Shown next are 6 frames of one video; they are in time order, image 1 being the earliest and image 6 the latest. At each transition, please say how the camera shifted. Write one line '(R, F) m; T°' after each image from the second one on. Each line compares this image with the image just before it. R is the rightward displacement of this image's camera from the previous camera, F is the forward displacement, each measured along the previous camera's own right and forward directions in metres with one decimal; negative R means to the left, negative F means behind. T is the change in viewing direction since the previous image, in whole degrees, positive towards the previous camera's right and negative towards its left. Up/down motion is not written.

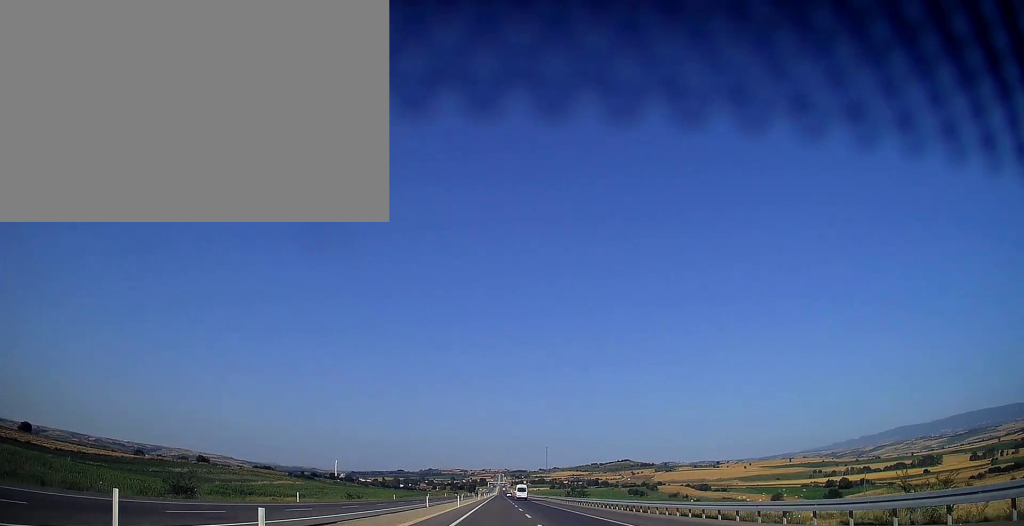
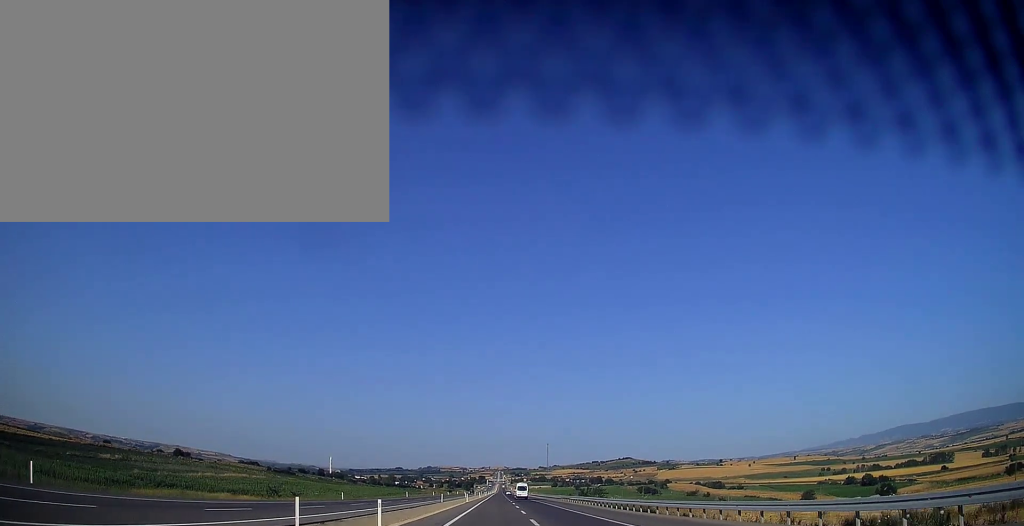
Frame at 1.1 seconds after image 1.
(-0.2, +33.5) m; 0°
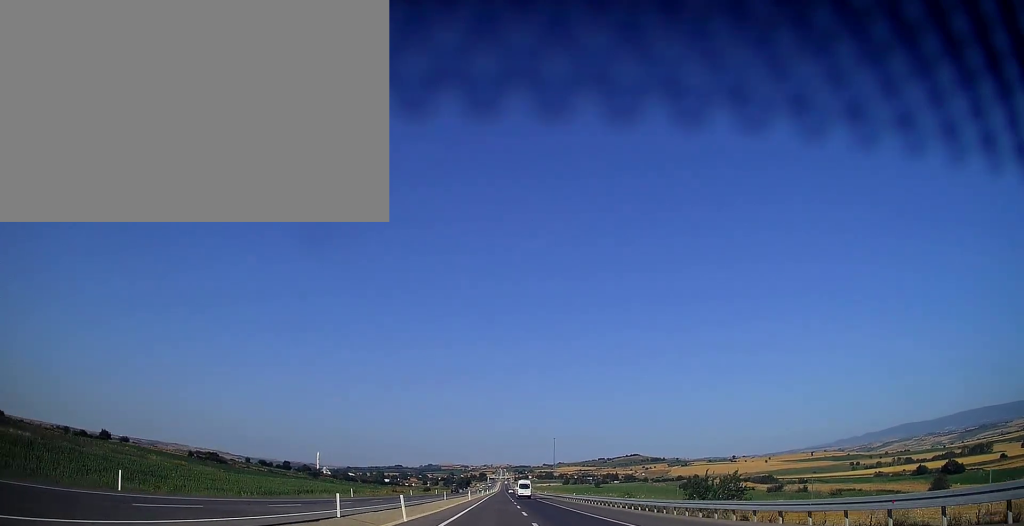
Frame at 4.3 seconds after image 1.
(+0.4, +93.3) m; 0°
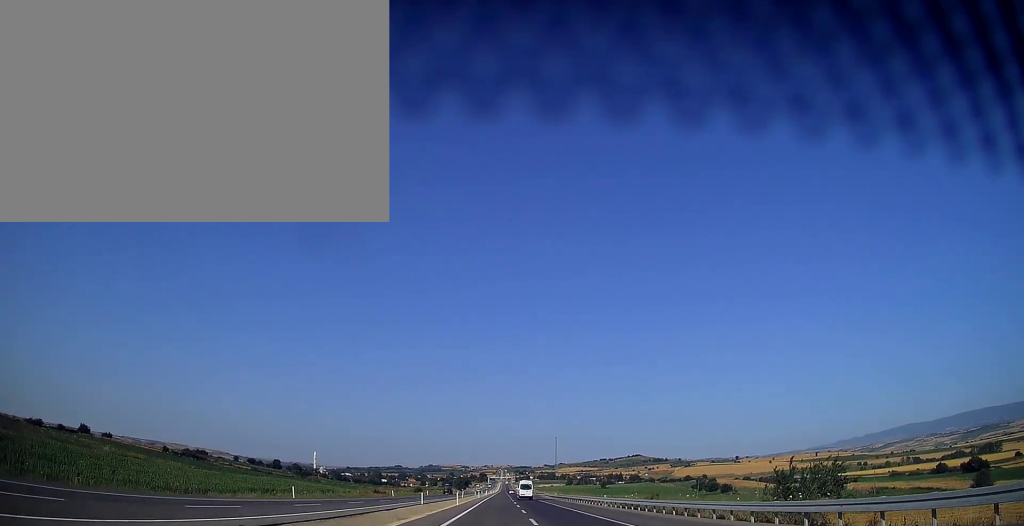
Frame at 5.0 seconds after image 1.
(0.0, +21.6) m; 0°
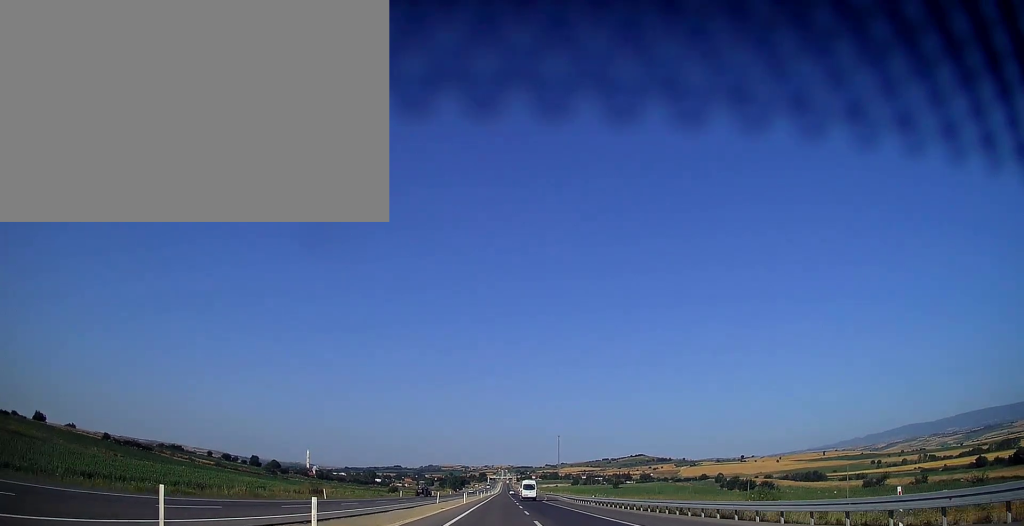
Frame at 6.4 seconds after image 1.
(0.0, +41.1) m; 0°
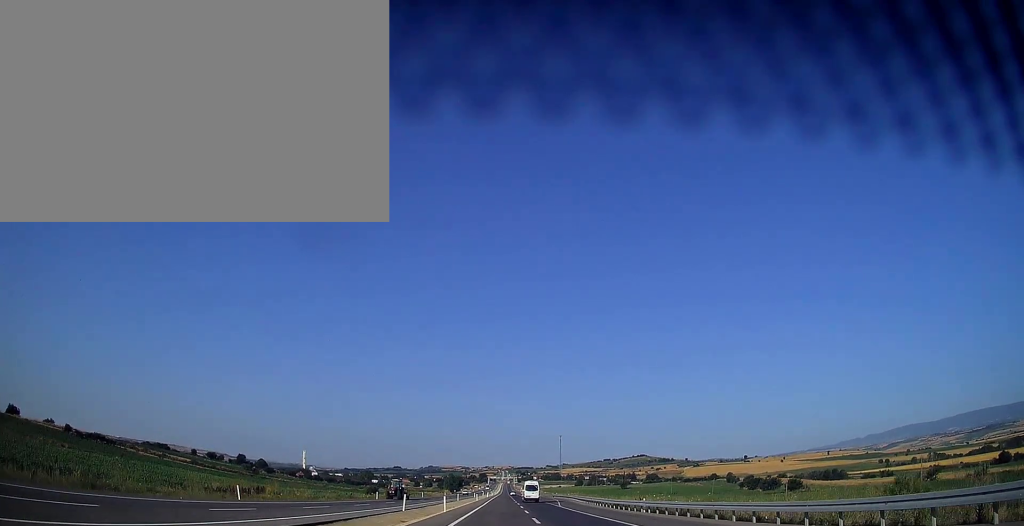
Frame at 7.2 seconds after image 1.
(0.0, +21.5) m; 0°
